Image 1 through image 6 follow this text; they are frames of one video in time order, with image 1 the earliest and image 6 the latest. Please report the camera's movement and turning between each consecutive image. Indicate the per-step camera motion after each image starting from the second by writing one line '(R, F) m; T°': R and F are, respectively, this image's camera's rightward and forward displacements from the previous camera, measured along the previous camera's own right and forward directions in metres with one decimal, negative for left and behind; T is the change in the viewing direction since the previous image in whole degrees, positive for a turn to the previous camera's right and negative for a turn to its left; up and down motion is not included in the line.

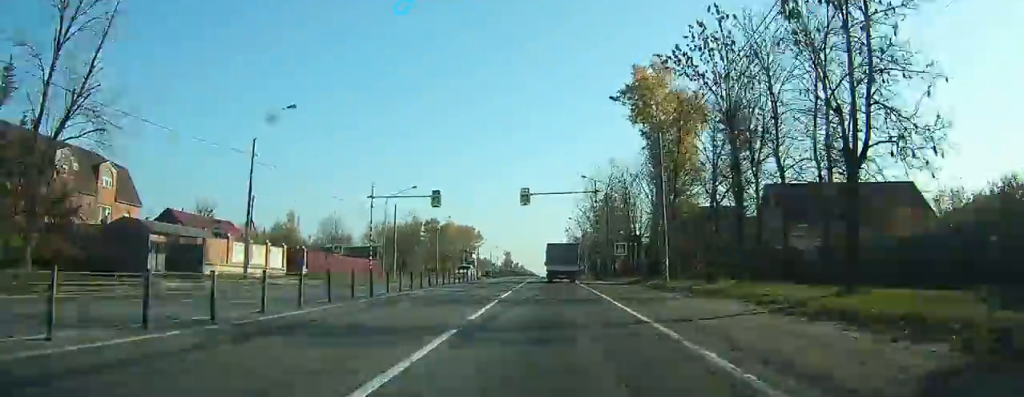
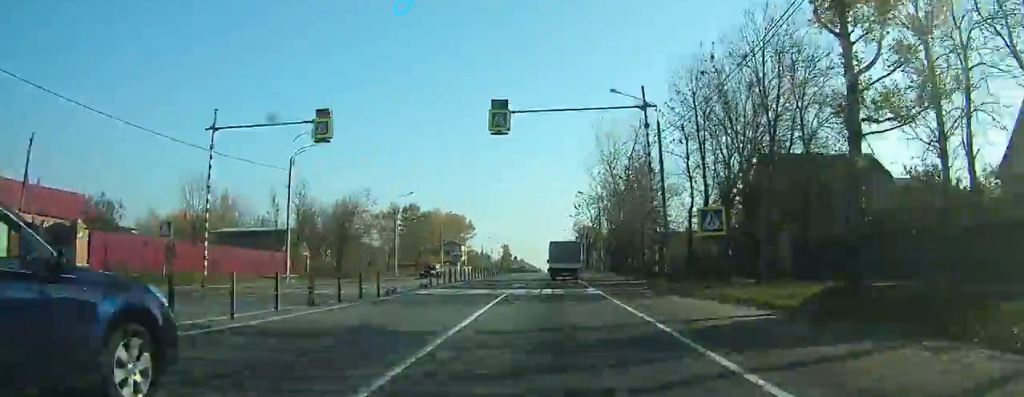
(+0.1, +28.4) m; 0°
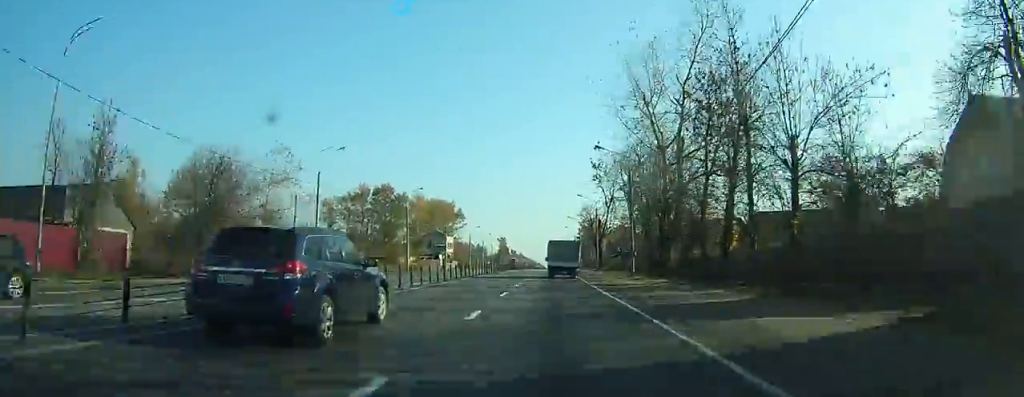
(-0.1, +26.2) m; 0°
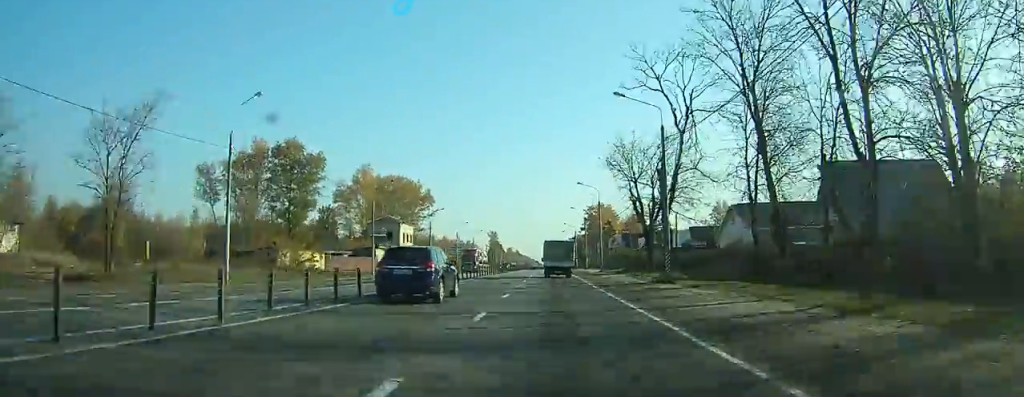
(-0.3, +47.3) m; 0°
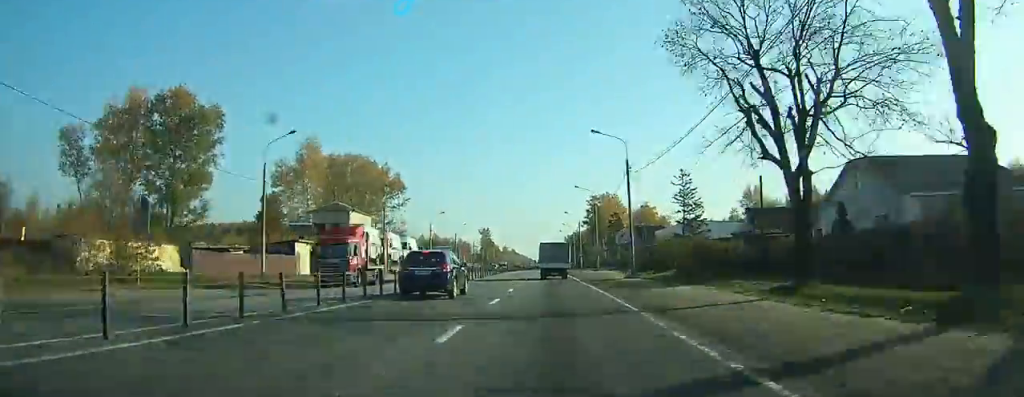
(0.0, +27.2) m; +1°
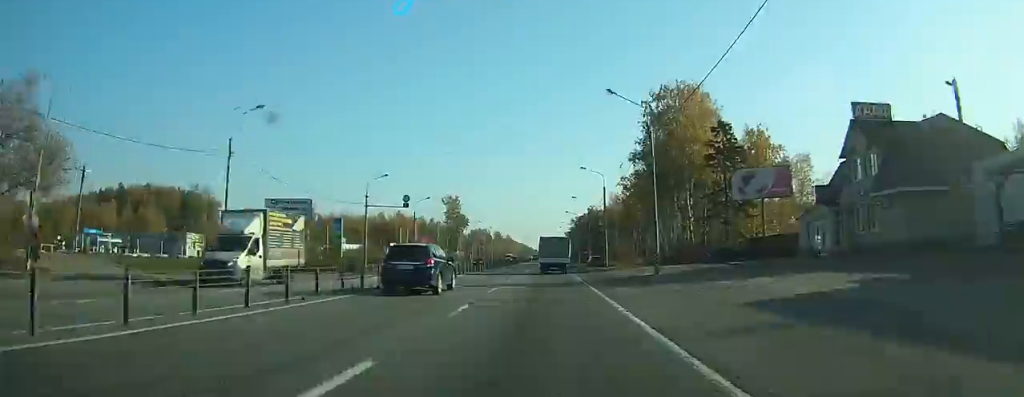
(+1.1, +102.2) m; 0°
